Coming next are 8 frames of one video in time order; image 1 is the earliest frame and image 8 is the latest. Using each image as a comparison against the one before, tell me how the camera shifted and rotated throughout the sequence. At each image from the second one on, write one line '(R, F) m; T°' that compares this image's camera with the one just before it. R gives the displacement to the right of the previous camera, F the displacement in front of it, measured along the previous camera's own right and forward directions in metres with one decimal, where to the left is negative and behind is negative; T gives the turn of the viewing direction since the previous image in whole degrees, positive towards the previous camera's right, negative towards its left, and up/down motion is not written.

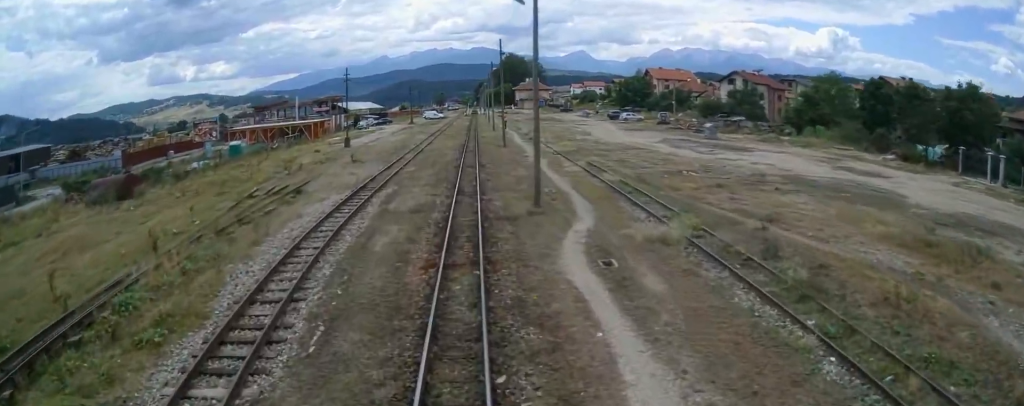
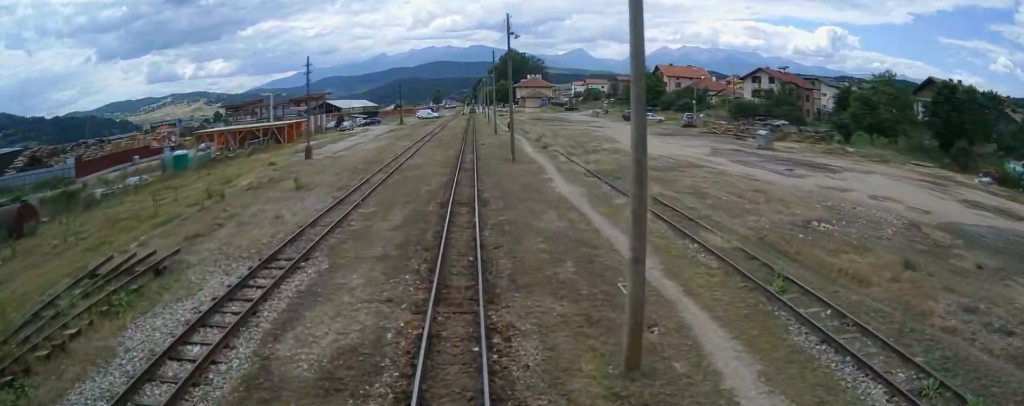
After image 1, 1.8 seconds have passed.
(-0.2, +12.2) m; -2°
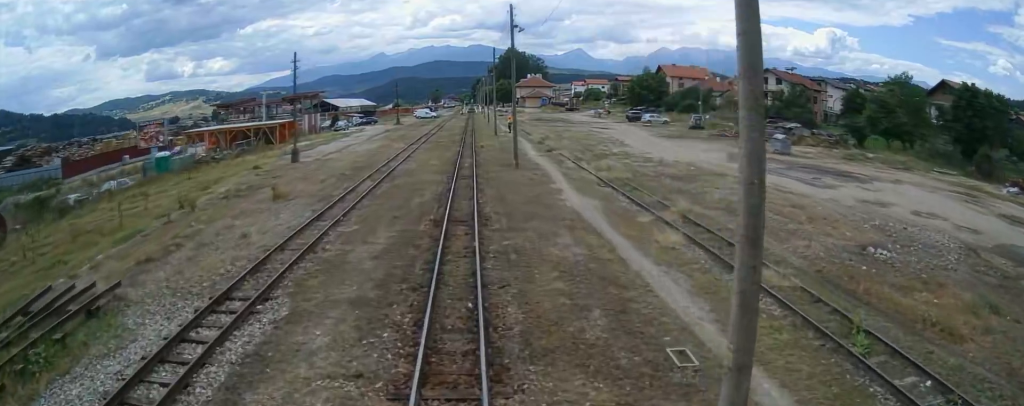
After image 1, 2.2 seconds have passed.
(0.0, +3.1) m; 0°
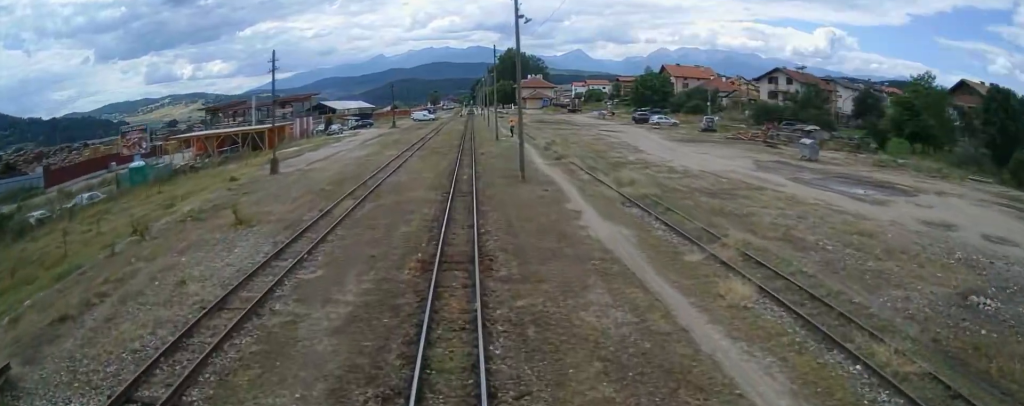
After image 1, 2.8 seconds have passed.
(0.0, +4.2) m; 0°
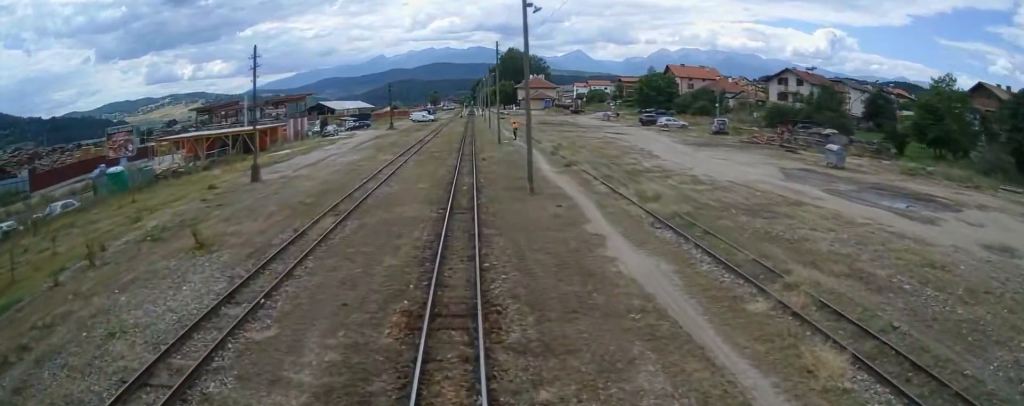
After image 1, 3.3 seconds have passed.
(0.0, +3.3) m; 0°
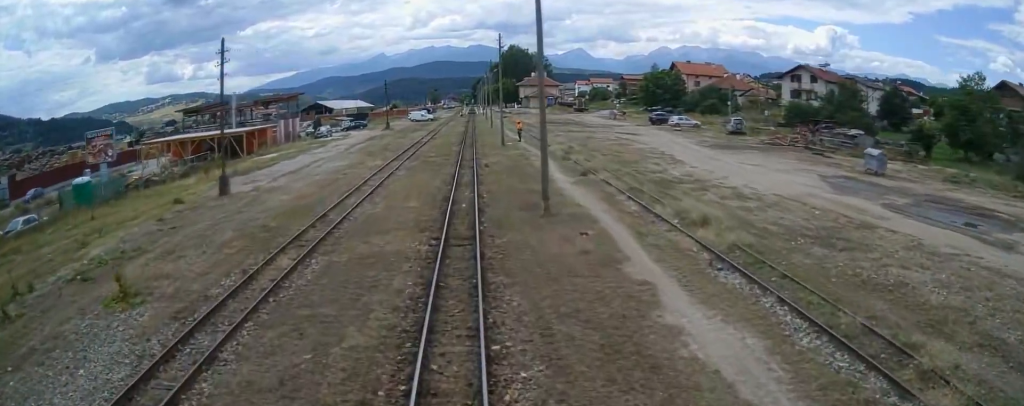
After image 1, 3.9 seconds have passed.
(0.0, +4.3) m; 0°
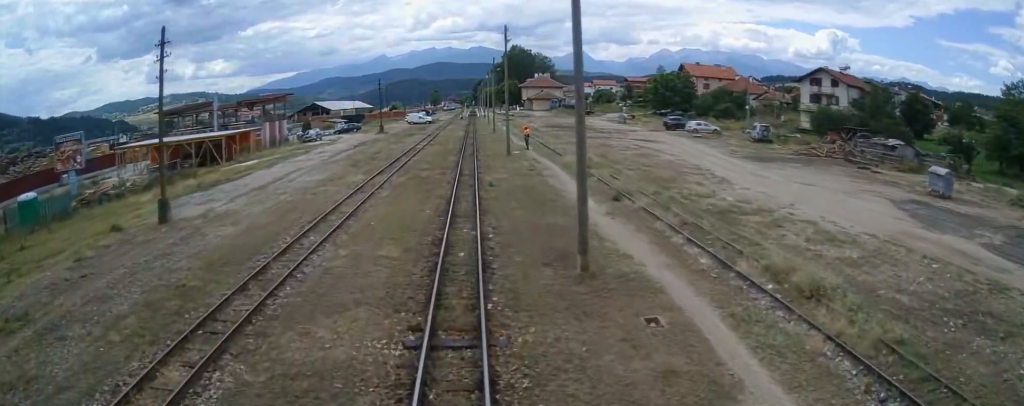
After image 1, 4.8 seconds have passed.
(0.0, +6.0) m; 0°
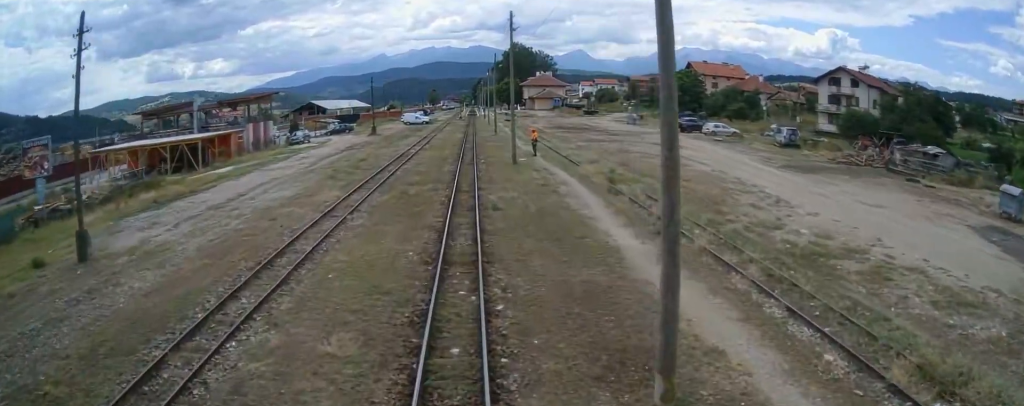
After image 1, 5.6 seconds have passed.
(0.0, +5.4) m; 0°
